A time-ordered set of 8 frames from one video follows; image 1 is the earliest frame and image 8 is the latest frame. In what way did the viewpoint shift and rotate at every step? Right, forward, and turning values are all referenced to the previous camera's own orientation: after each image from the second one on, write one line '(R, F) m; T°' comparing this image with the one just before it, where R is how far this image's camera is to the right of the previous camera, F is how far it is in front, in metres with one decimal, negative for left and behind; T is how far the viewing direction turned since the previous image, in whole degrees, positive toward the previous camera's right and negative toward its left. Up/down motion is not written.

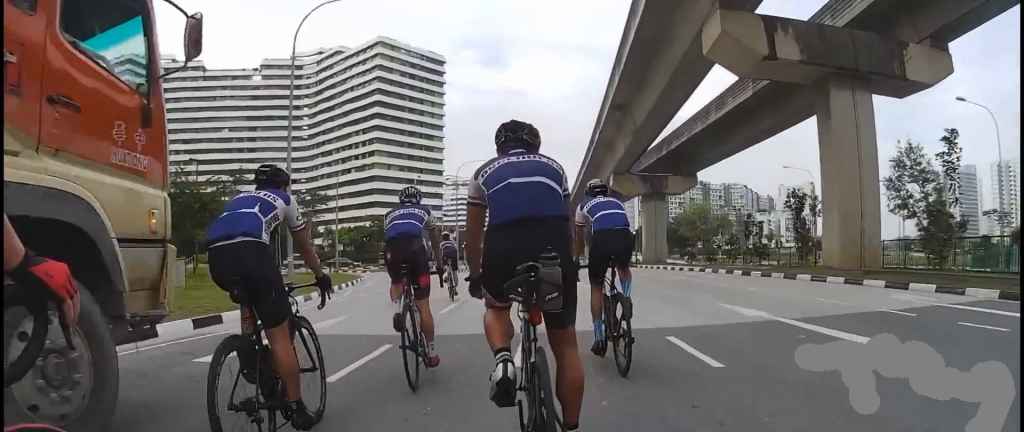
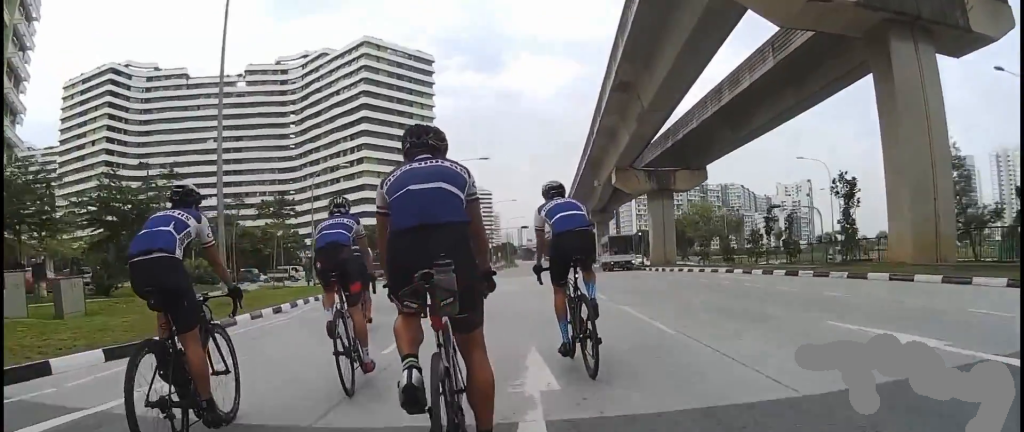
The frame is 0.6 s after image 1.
(+0.6, +4.4) m; 0°
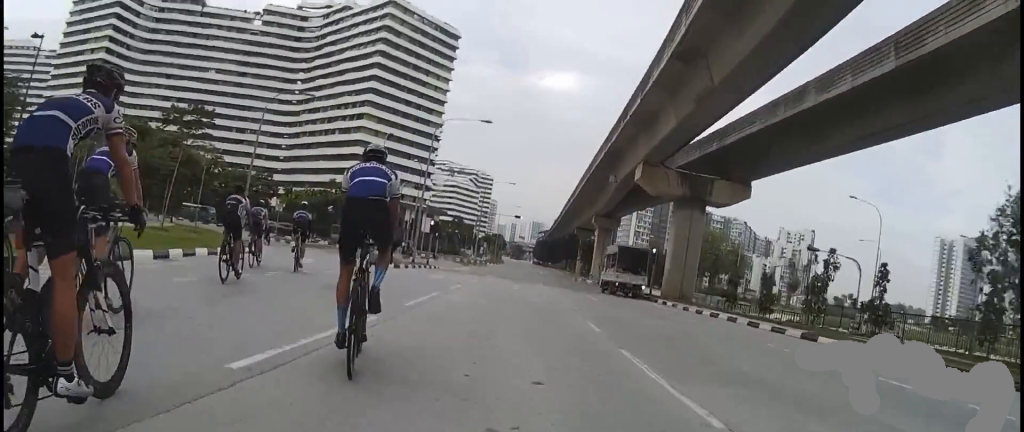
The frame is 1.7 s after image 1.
(-0.7, +9.0) m; -8°
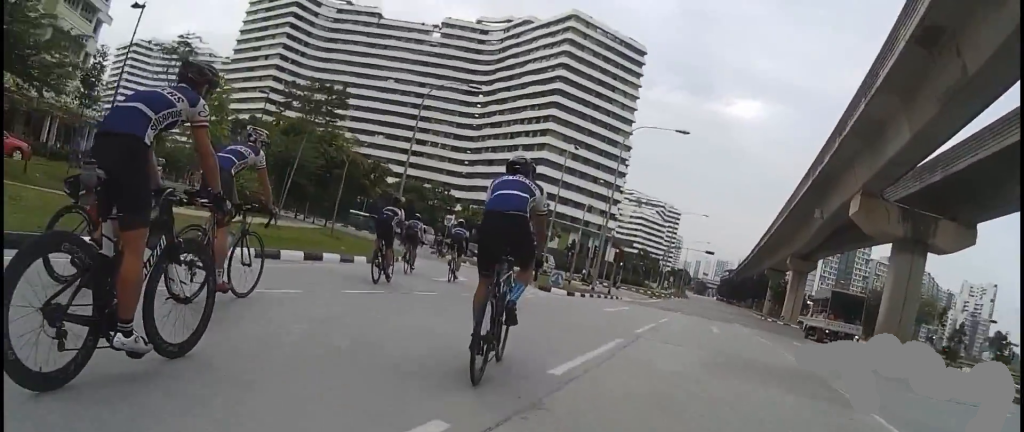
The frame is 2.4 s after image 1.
(-0.2, +5.3) m; -8°
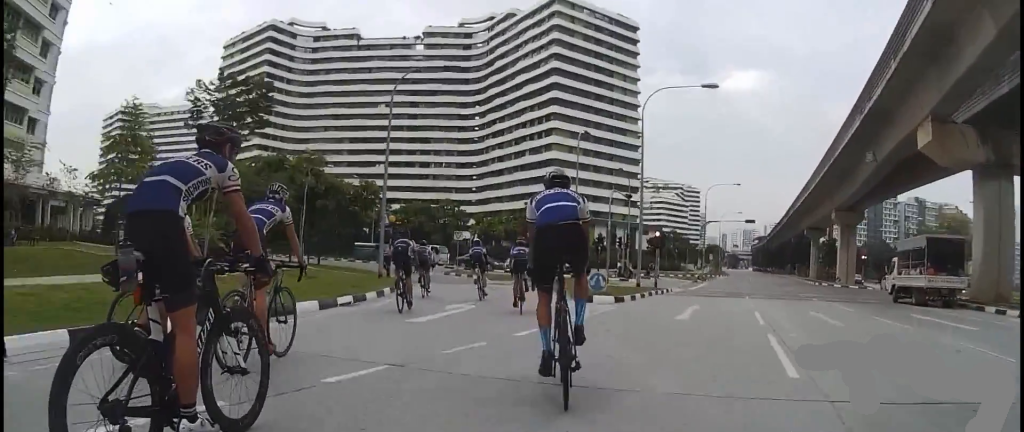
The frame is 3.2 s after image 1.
(-0.4, +5.9) m; -6°
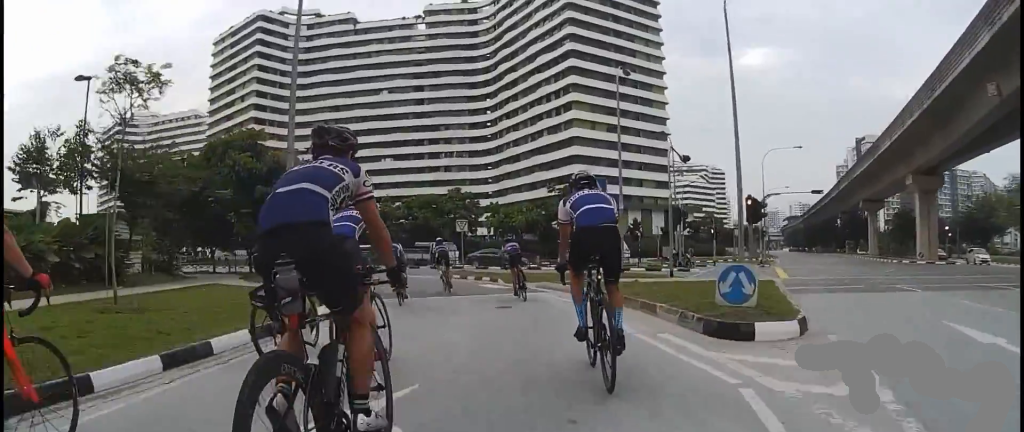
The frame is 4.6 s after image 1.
(+0.1, +11.1) m; -1°
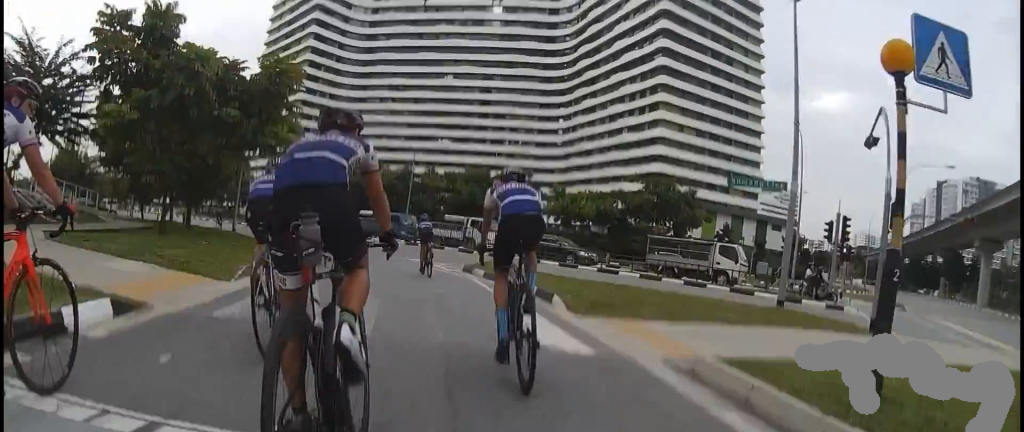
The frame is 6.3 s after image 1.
(-3.1, +12.3) m; -27°
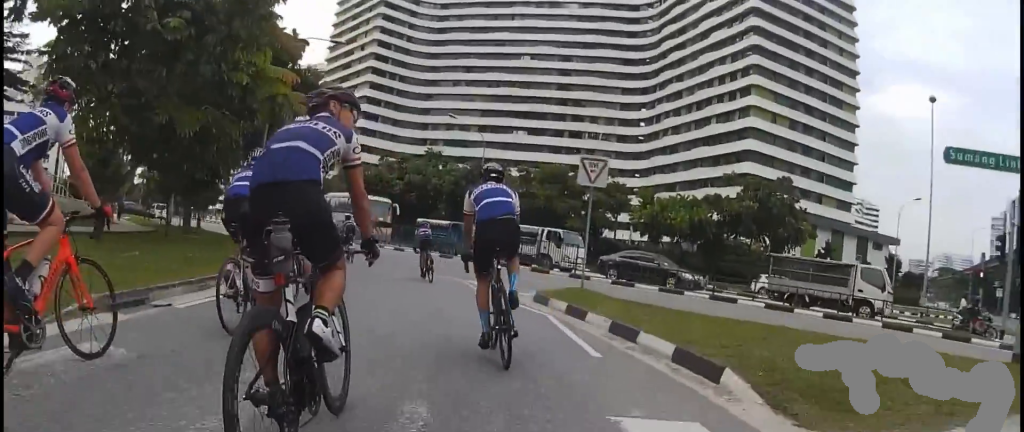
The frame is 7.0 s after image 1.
(-0.6, +6.0) m; -6°
